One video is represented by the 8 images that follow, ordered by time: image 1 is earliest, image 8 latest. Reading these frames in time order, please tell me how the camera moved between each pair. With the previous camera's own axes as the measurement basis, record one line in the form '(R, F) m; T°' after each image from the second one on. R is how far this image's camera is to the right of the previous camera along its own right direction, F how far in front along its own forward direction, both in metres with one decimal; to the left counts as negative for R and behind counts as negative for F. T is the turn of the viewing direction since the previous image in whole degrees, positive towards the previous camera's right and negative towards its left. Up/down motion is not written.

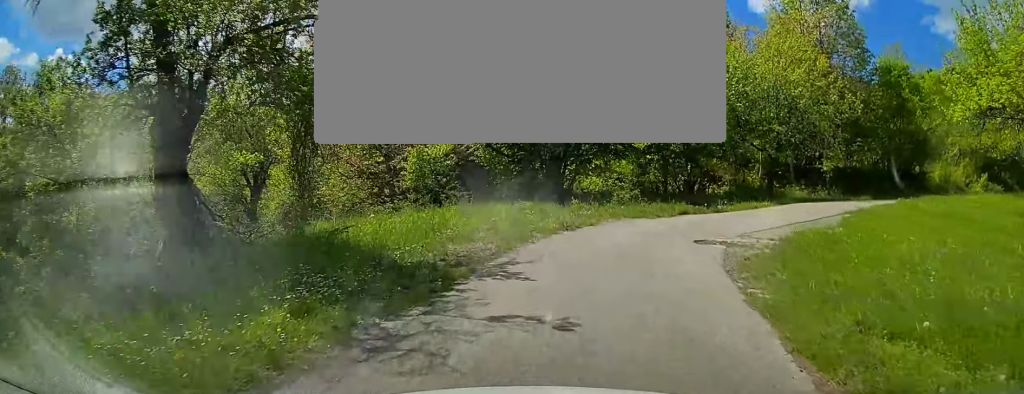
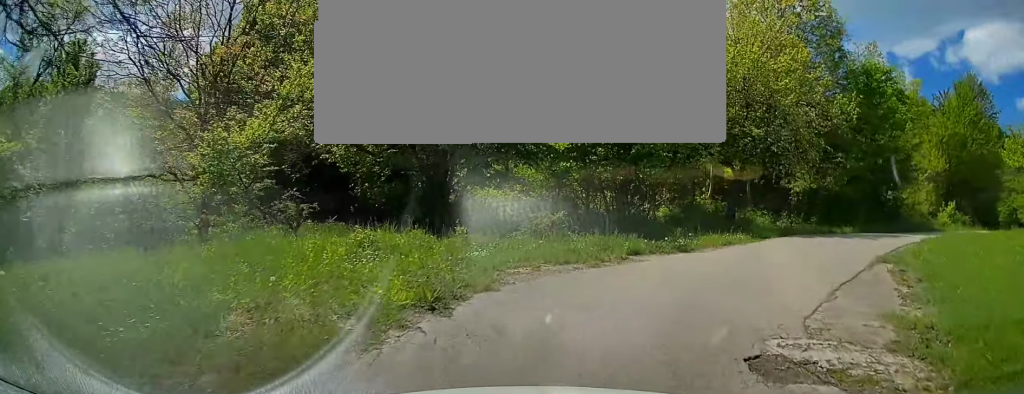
(+0.7, +7.2) m; +15°
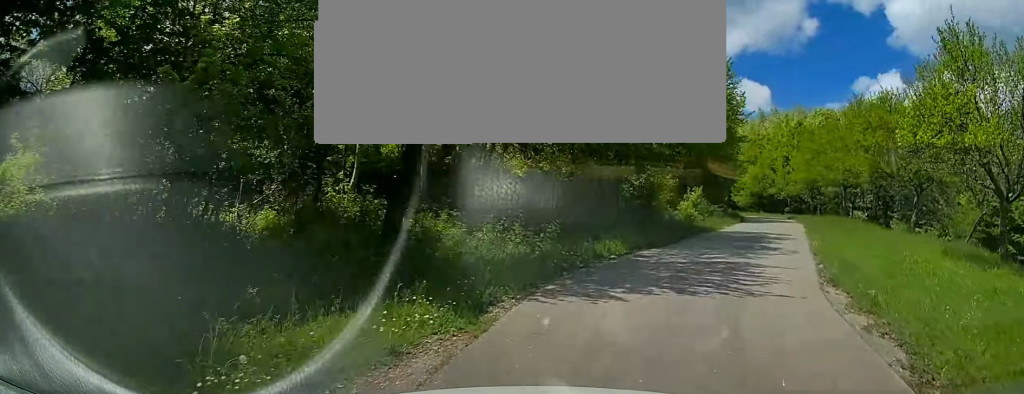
(+2.8, +9.9) m; +31°
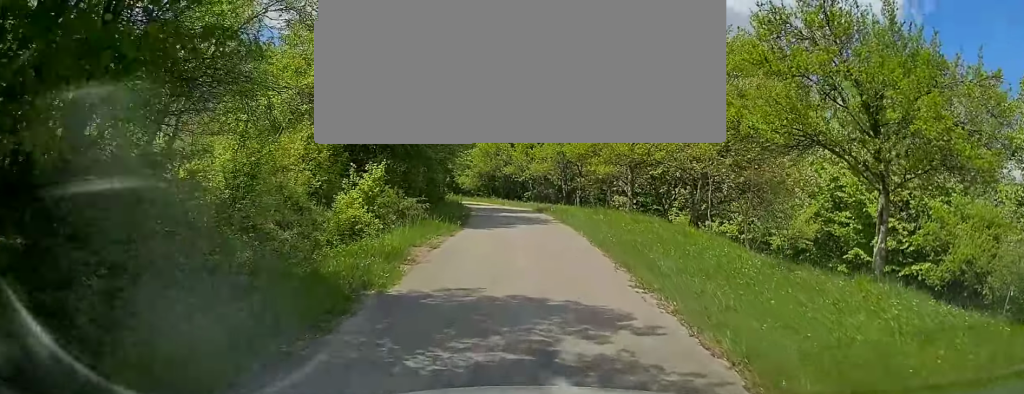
(+4.0, +14.5) m; +22°
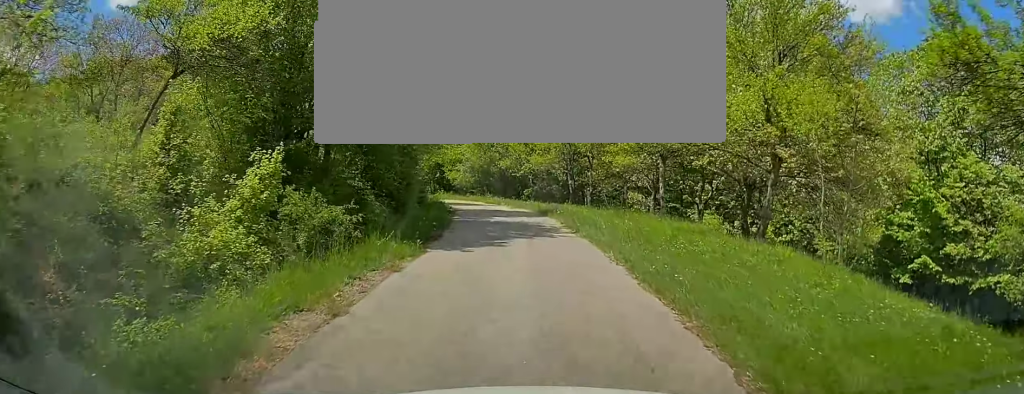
(+0.3, +6.5) m; +1°
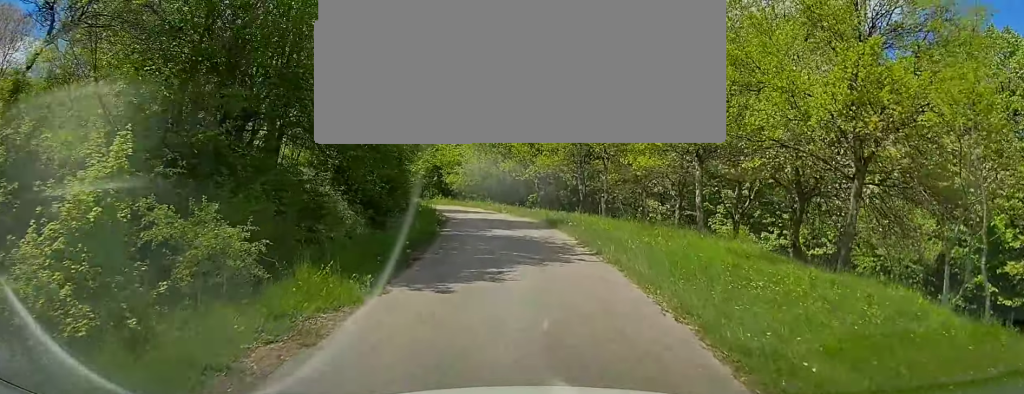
(-0.1, +3.9) m; -1°
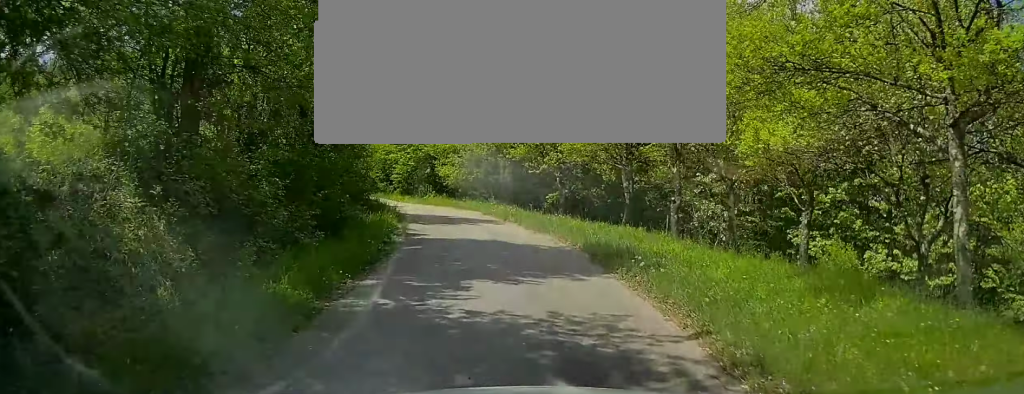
(-0.1, +10.1) m; -4°
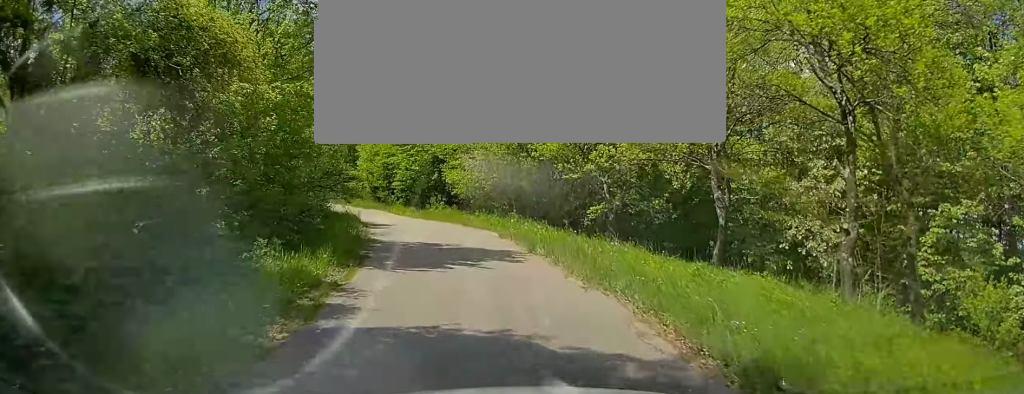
(-0.2, +7.2) m; -5°
